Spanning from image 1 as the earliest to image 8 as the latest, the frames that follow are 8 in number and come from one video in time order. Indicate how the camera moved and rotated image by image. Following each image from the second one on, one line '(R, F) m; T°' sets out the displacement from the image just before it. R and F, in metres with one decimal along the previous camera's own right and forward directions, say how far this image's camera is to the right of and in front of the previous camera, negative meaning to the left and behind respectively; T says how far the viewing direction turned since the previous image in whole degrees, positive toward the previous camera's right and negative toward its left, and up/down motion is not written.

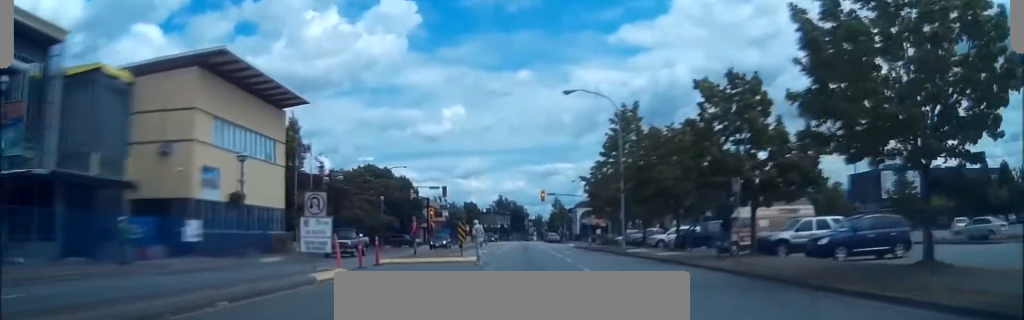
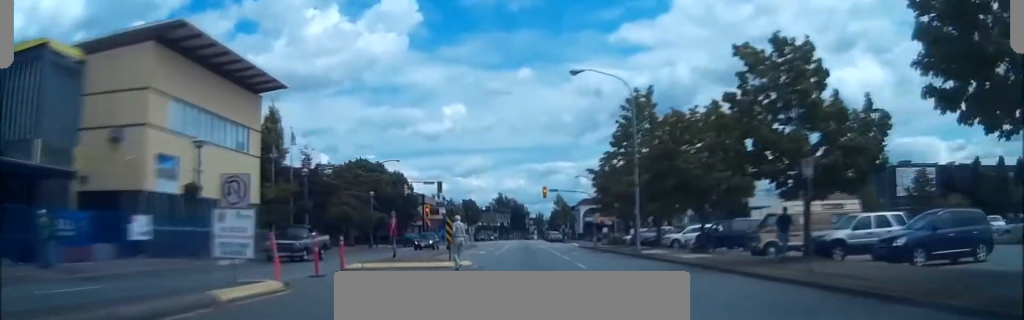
(0.0, +5.8) m; 0°
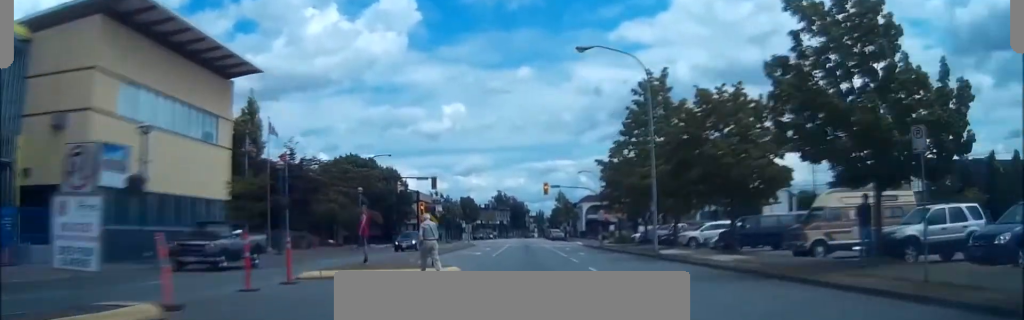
(0.0, +5.3) m; 0°
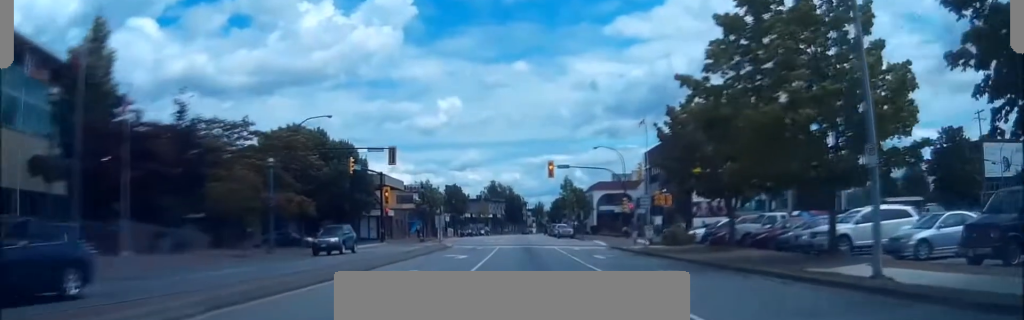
(+0.1, +23.3) m; +1°
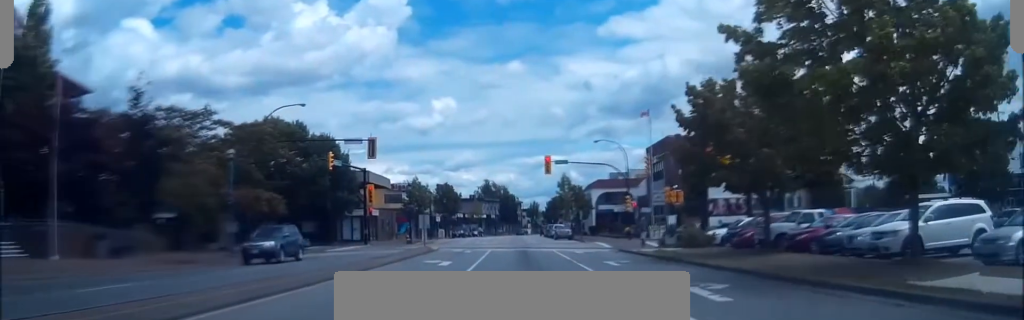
(0.0, +5.4) m; 0°
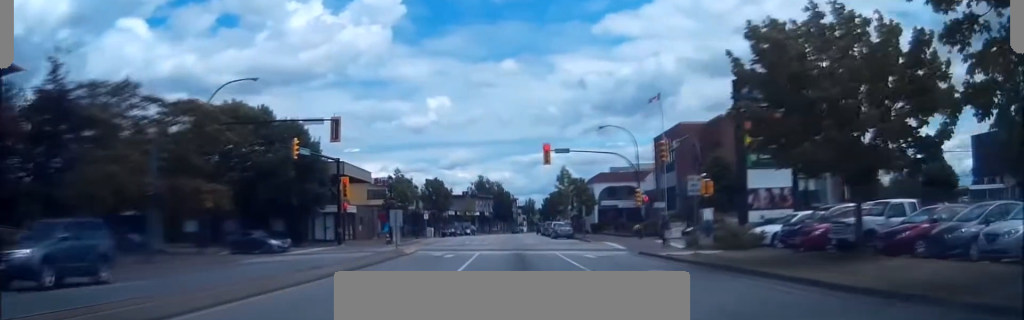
(0.0, +8.0) m; 0°
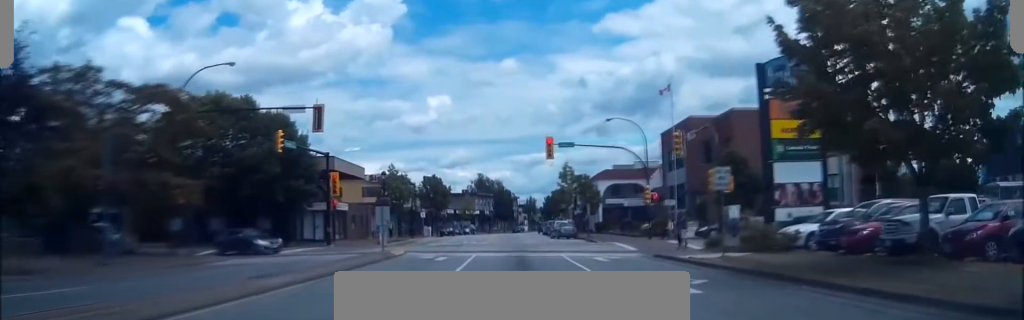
(0.0, +3.5) m; 0°
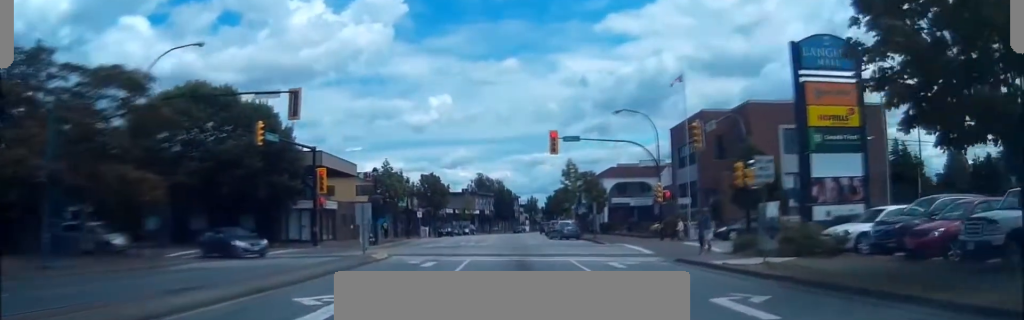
(0.0, +3.9) m; +1°
